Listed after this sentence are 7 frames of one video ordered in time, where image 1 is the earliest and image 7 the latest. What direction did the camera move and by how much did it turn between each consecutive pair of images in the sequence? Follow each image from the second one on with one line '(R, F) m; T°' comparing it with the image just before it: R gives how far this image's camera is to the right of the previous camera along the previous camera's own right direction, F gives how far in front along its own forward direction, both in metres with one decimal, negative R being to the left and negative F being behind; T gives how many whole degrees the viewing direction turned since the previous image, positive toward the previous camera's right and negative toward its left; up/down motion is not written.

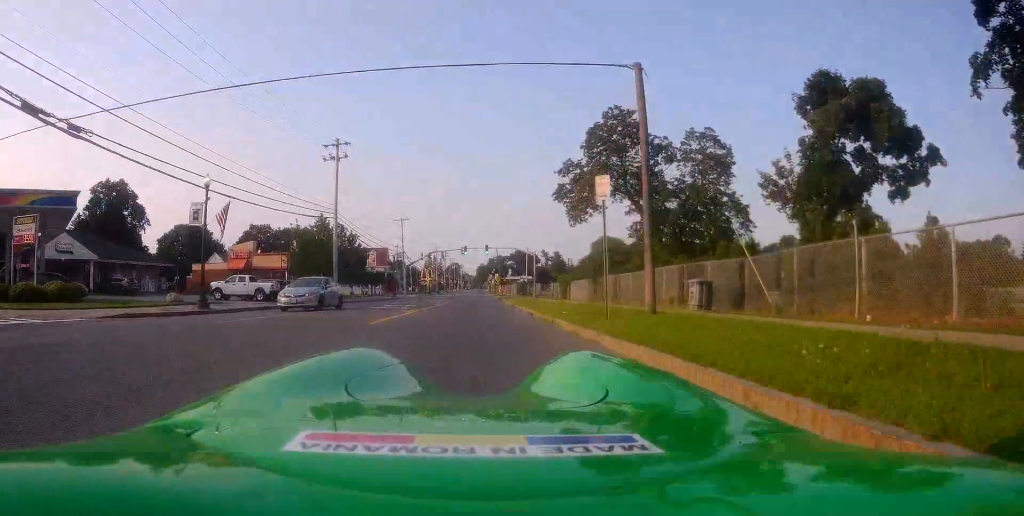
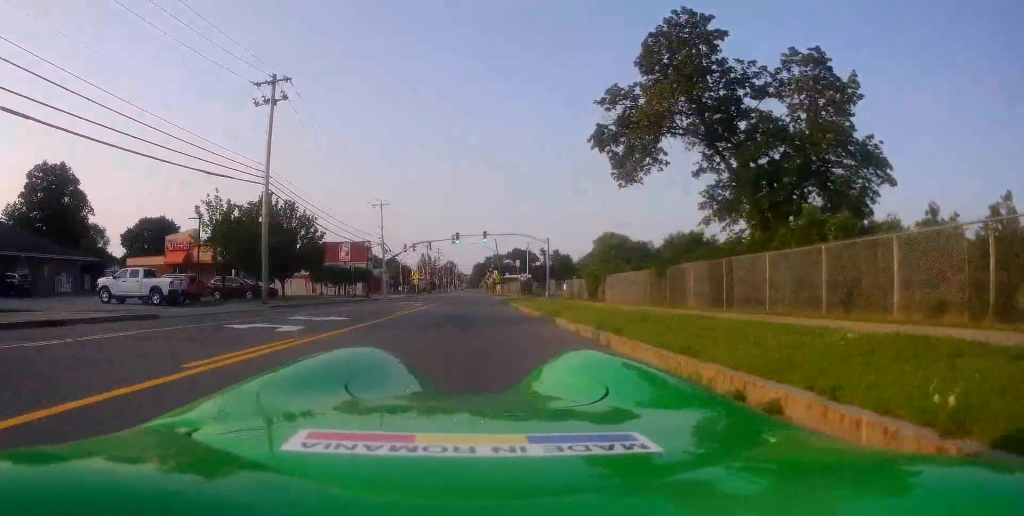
(0.0, +16.0) m; -1°
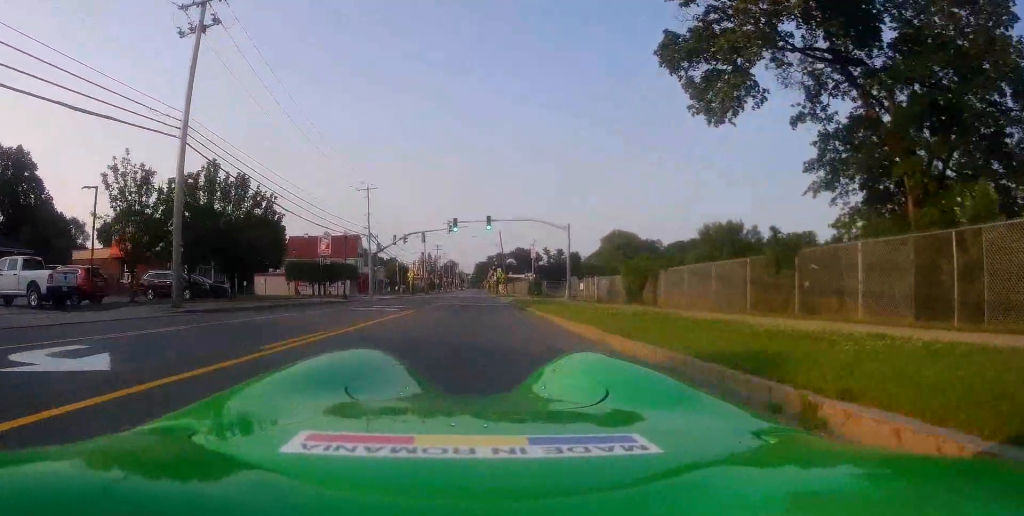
(-0.1, +10.4) m; +1°
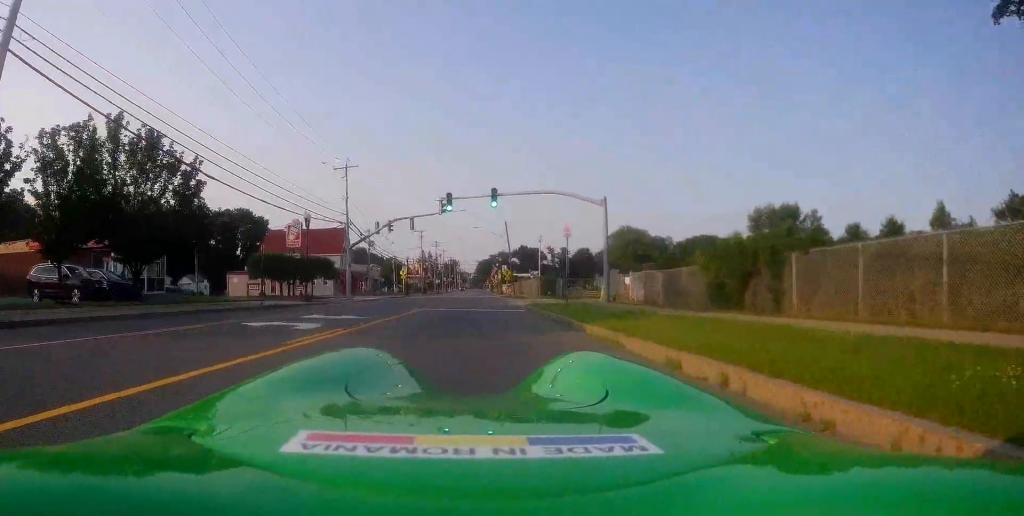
(+0.2, +11.3) m; +1°
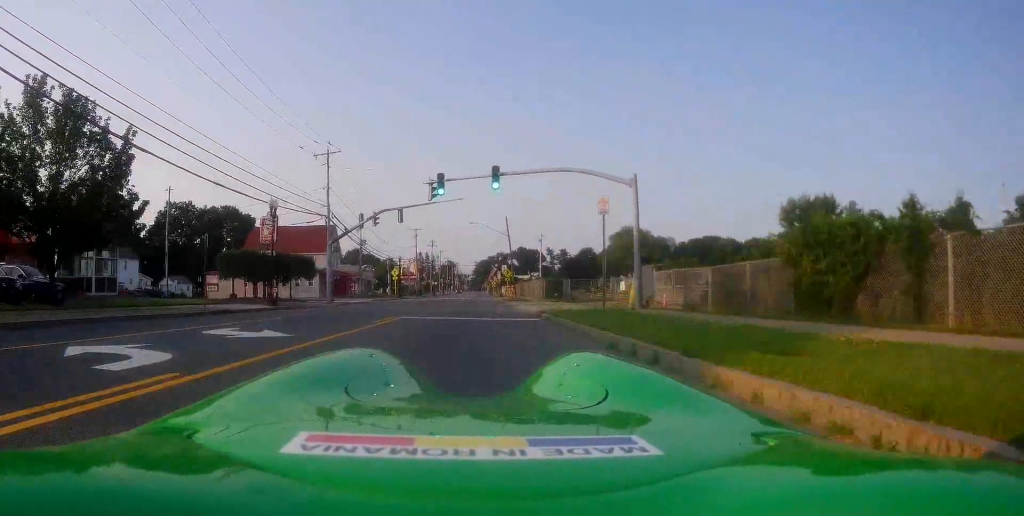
(+0.1, +6.1) m; -1°
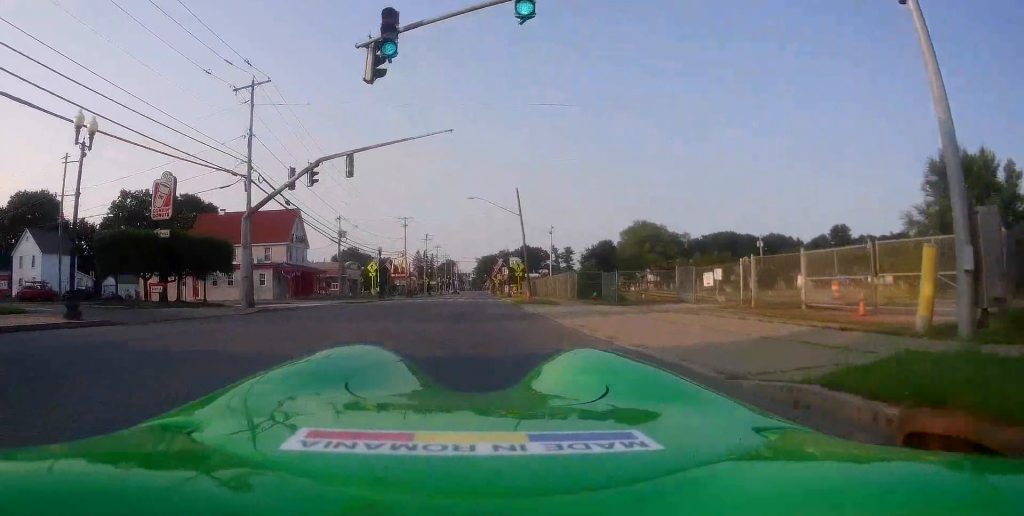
(-0.2, +16.8) m; +1°
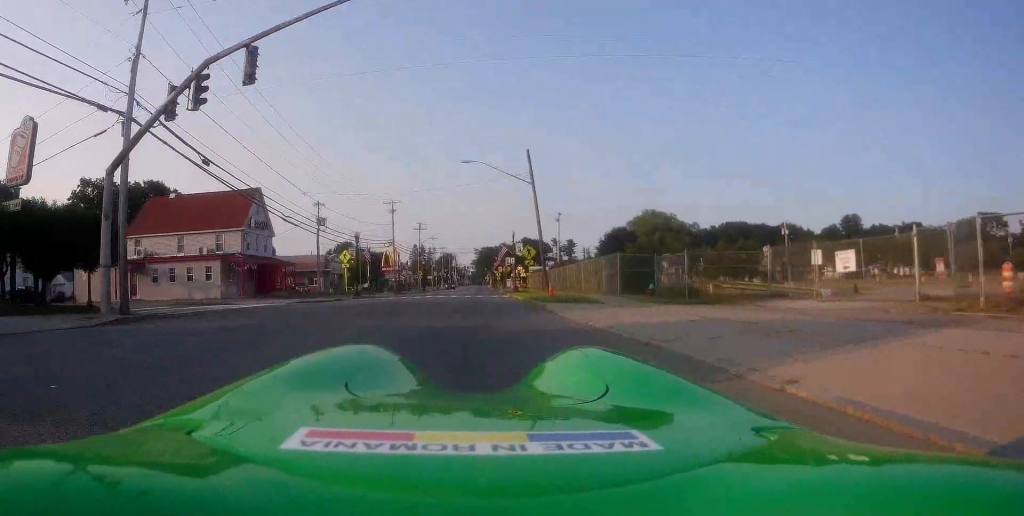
(+0.2, +11.5) m; +1°
